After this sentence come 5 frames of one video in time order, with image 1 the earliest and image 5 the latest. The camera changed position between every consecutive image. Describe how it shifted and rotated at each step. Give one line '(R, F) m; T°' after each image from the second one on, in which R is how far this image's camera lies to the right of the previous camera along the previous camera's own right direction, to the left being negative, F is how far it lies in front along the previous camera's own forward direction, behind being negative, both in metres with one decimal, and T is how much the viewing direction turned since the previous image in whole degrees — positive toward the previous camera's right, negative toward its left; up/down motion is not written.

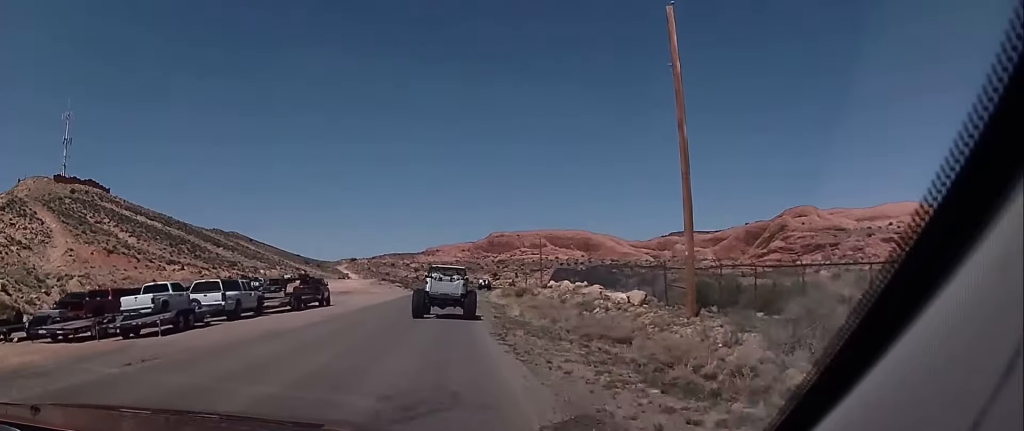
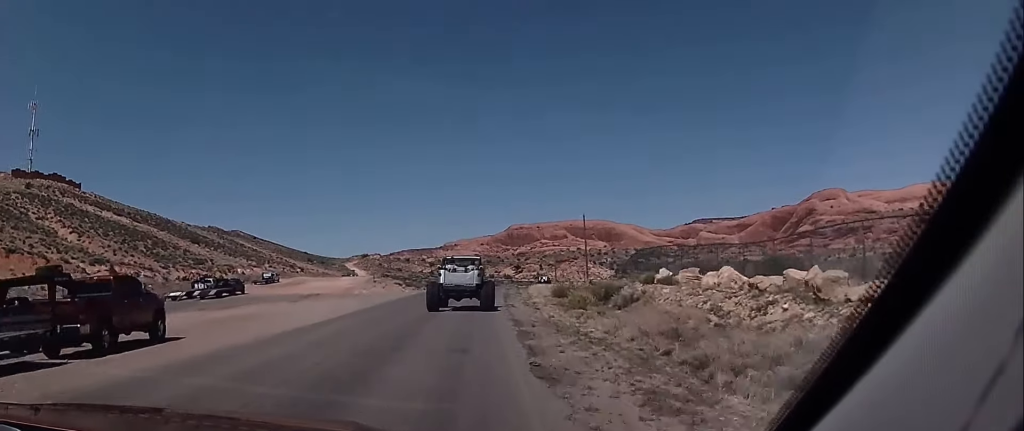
(-2.4, +30.9) m; -3°
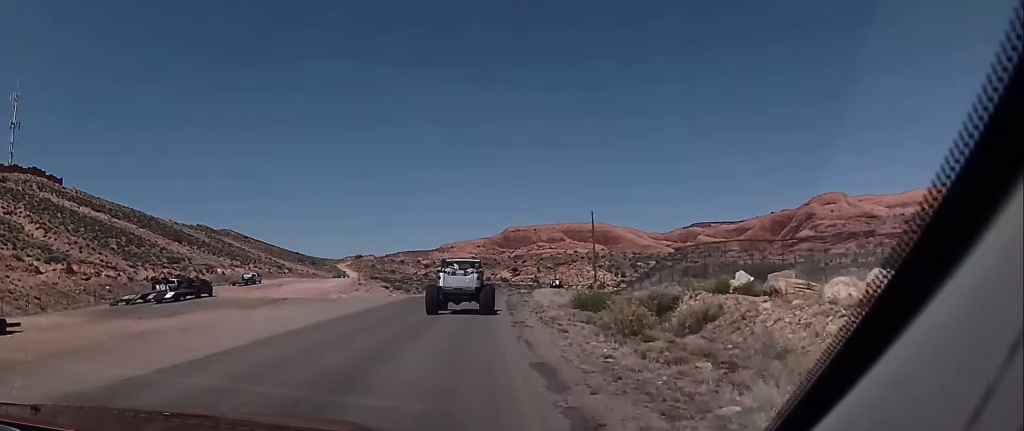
(+0.2, +9.6) m; +2°
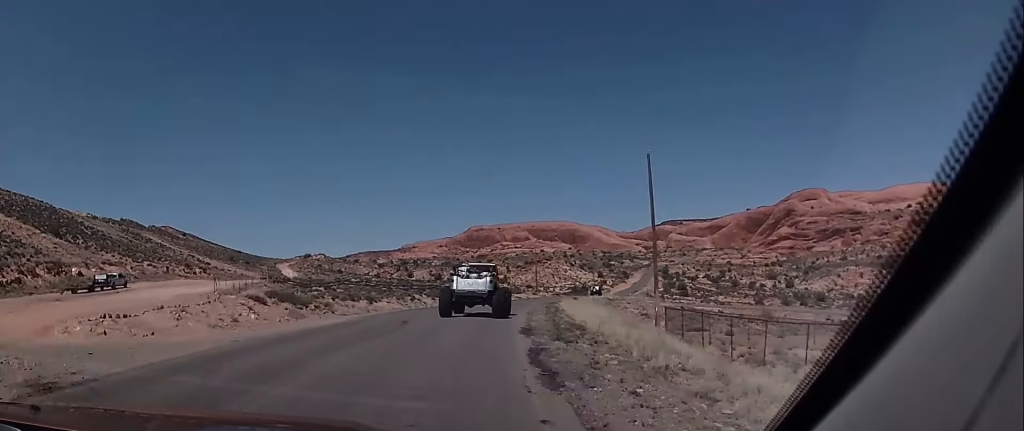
(-0.2, +41.9) m; +2°
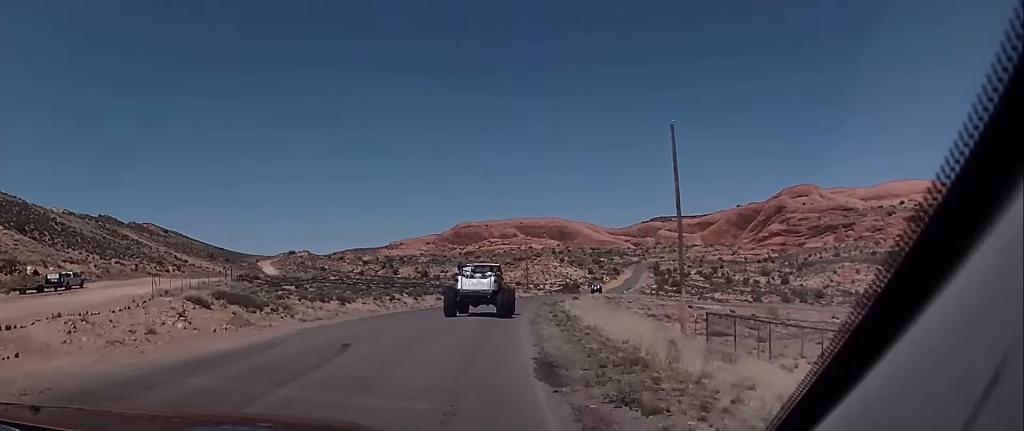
(+0.2, +8.5) m; +2°
